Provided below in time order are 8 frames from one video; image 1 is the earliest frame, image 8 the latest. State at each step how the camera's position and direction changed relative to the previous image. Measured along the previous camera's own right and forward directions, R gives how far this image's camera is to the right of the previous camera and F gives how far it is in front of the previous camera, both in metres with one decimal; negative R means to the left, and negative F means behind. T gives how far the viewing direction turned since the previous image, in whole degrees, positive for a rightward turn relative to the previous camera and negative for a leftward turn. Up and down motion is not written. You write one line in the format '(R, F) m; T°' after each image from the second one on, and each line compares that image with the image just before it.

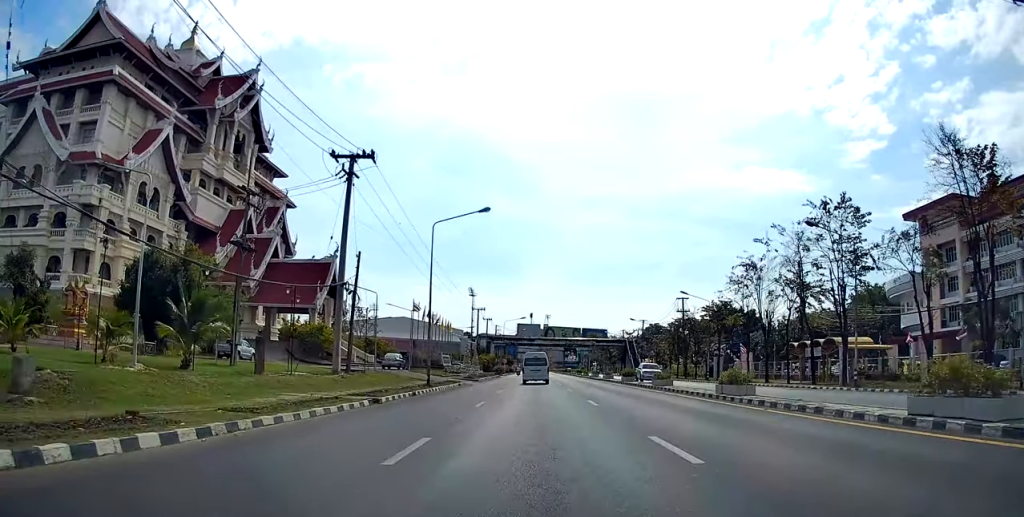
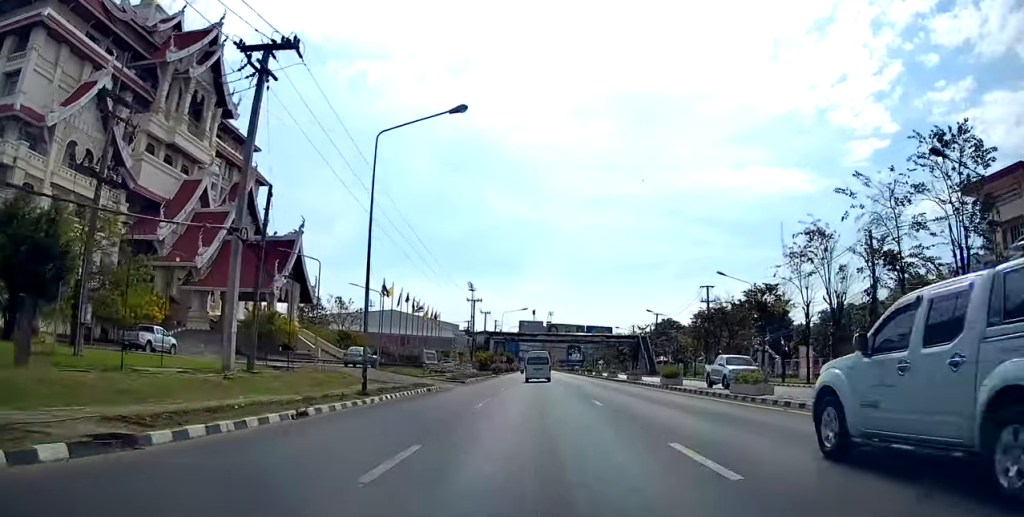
(0.0, +13.4) m; 0°
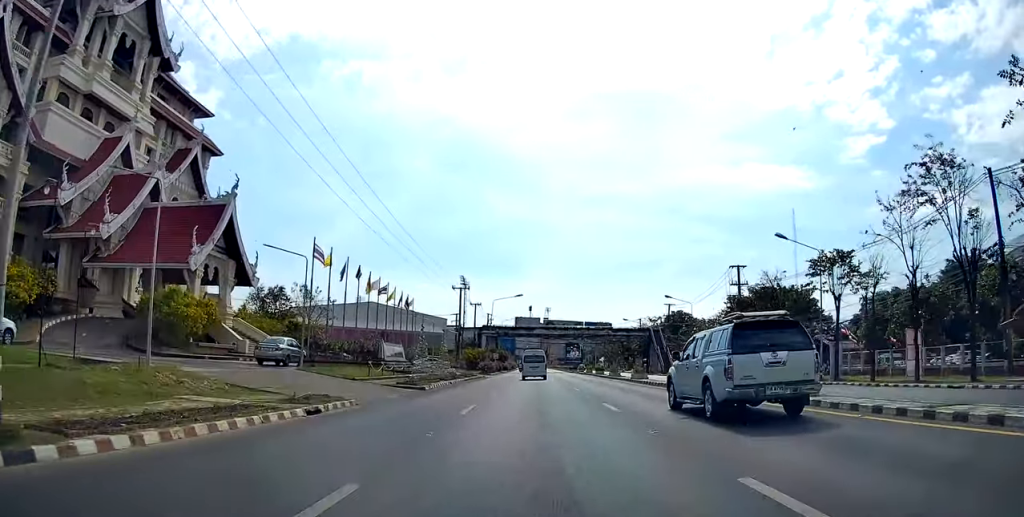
(-0.1, +15.0) m; +1°
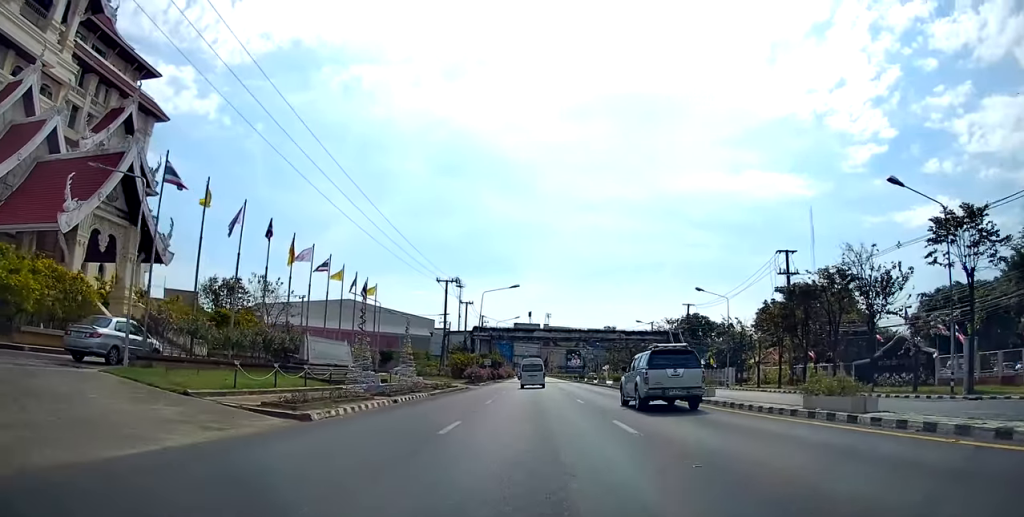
(+0.5, +14.7) m; +2°
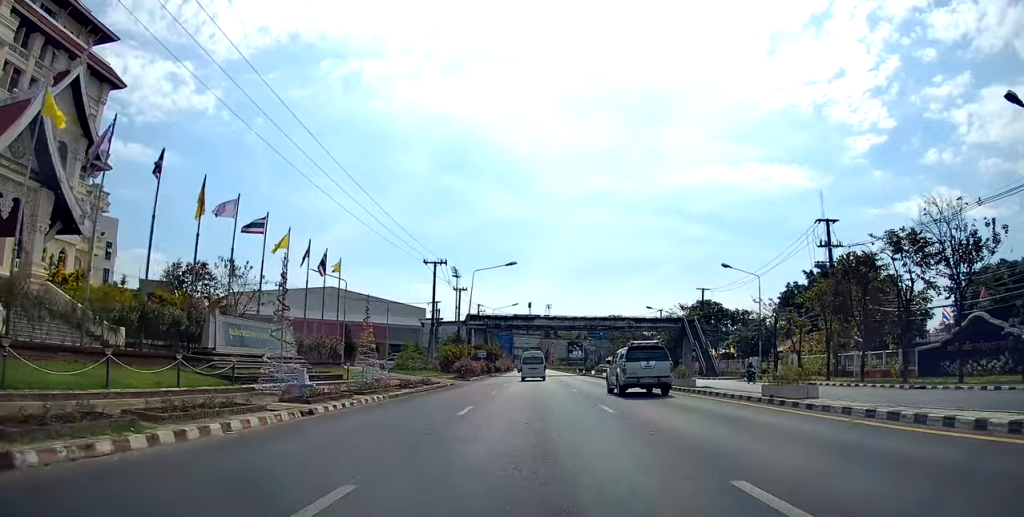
(0.0, +9.4) m; -1°
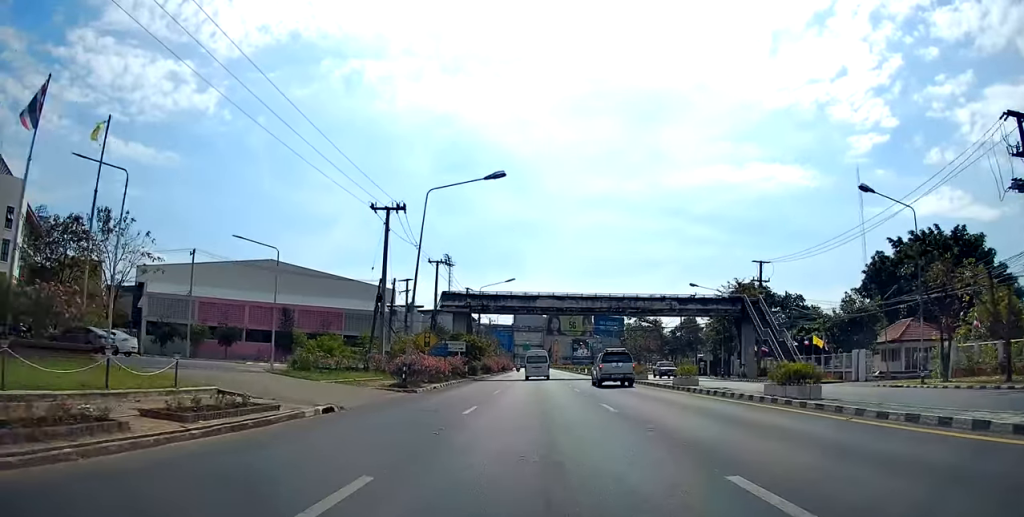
(-0.5, +23.5) m; -1°
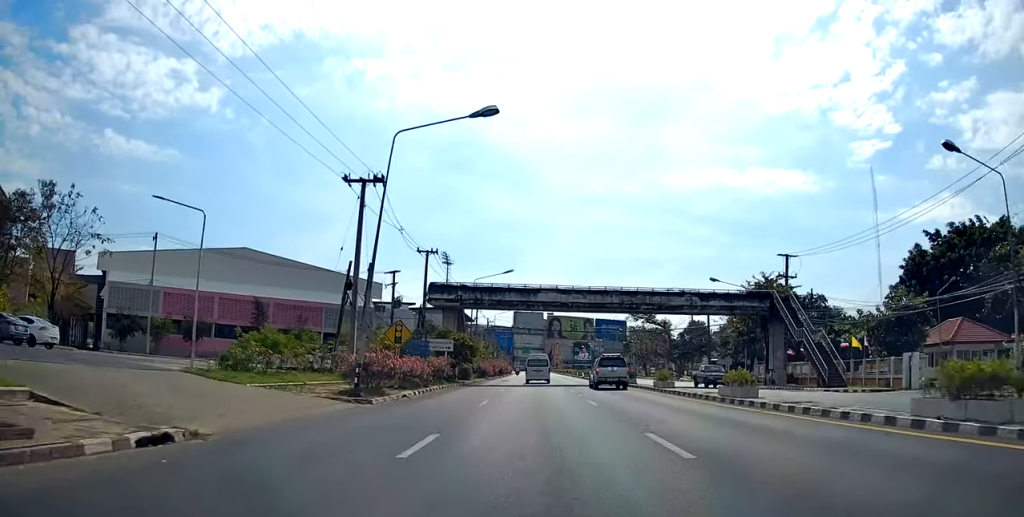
(0.0, +7.4) m; 0°
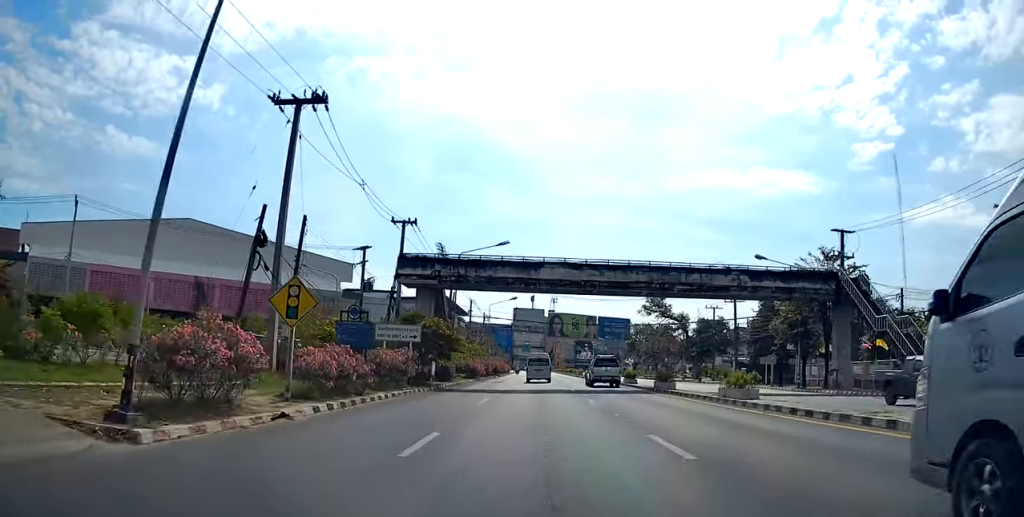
(-0.1, +12.0) m; -1°
